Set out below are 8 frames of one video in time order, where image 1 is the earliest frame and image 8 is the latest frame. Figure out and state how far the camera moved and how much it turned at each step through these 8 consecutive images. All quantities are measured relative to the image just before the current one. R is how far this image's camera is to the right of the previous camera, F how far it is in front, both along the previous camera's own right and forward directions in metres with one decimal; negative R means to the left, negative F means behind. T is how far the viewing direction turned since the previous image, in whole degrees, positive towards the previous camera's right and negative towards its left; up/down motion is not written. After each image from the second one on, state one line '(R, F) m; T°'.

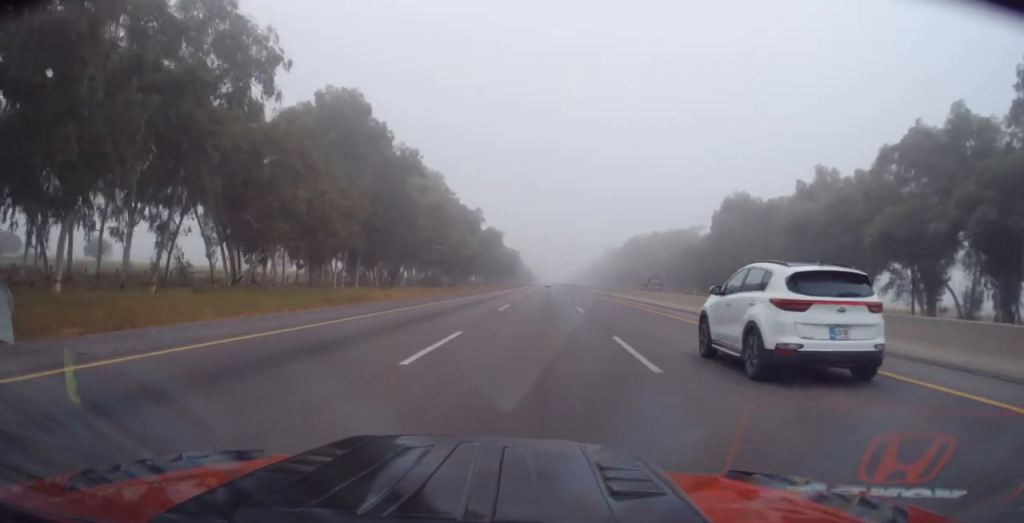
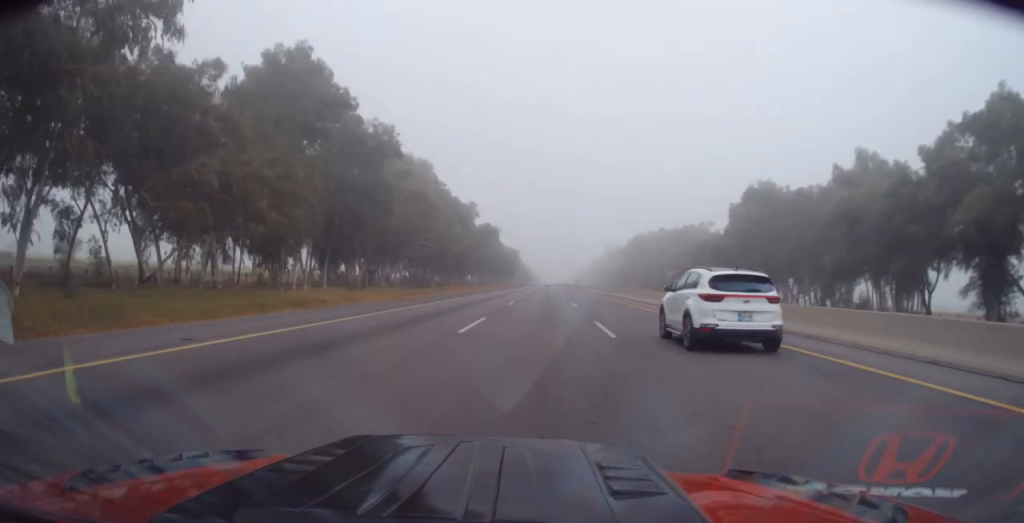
(-0.1, +12.2) m; -1°
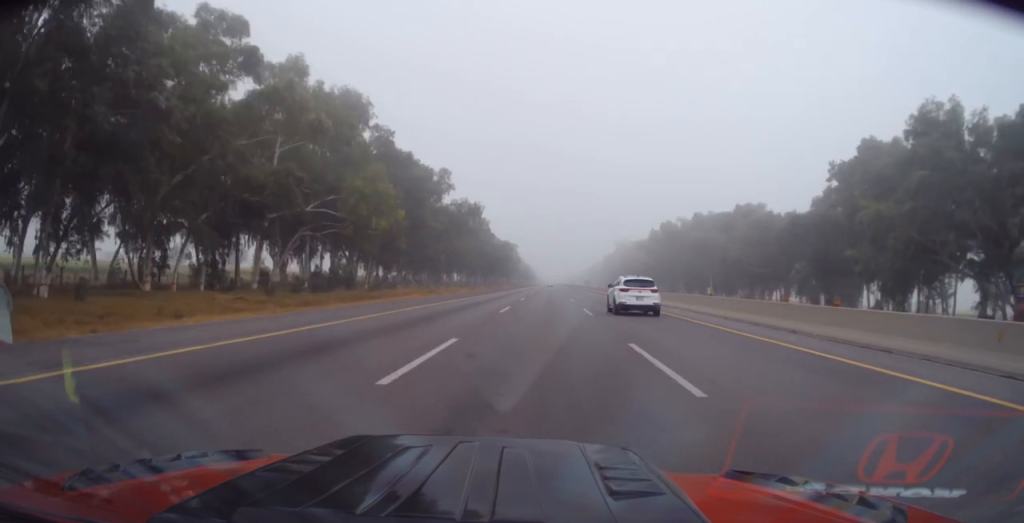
(+0.2, +43.2) m; +1°
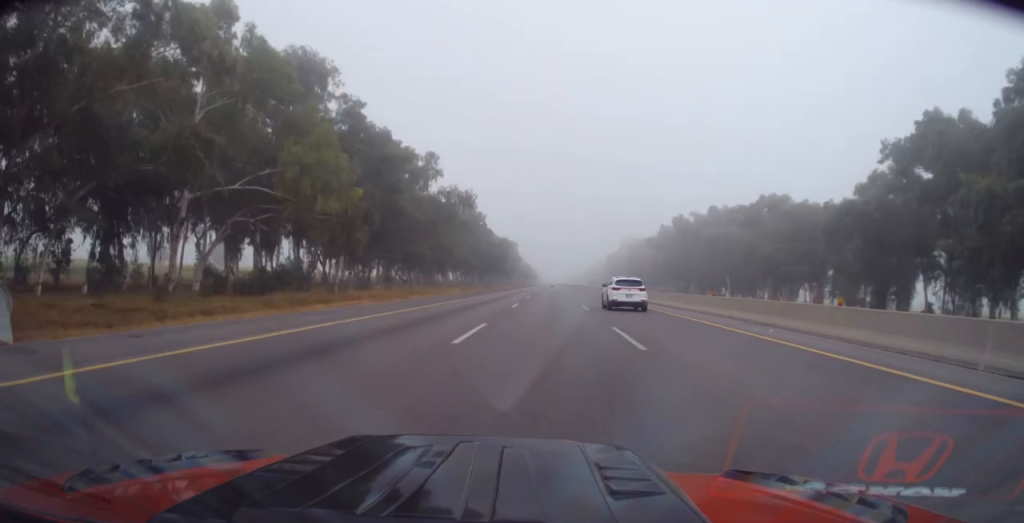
(+0.1, +12.9) m; 0°
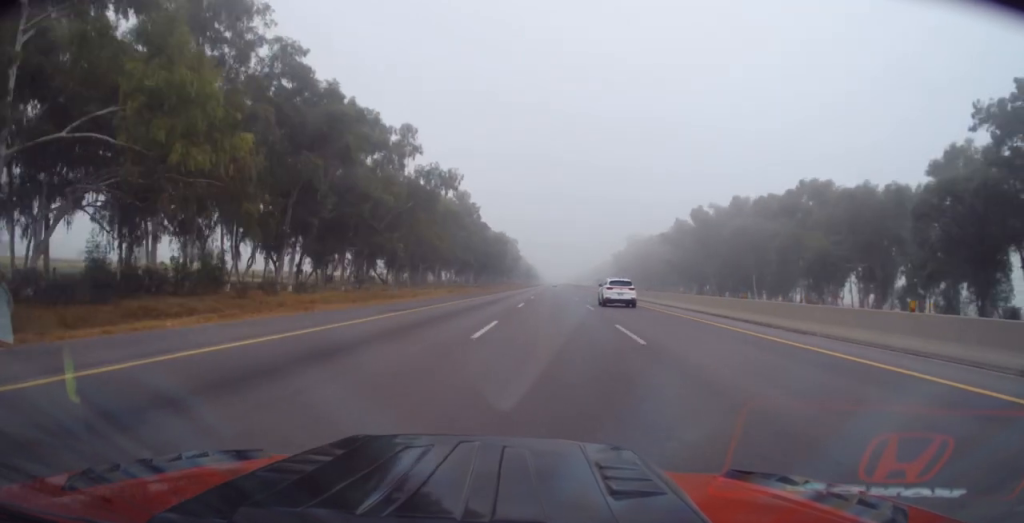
(-0.2, +16.5) m; 0°
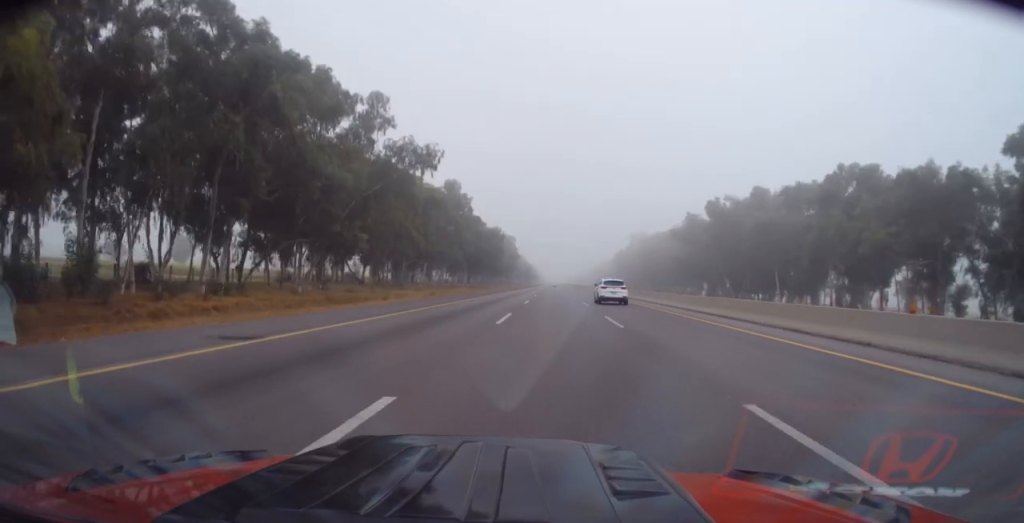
(0.0, +13.0) m; 0°
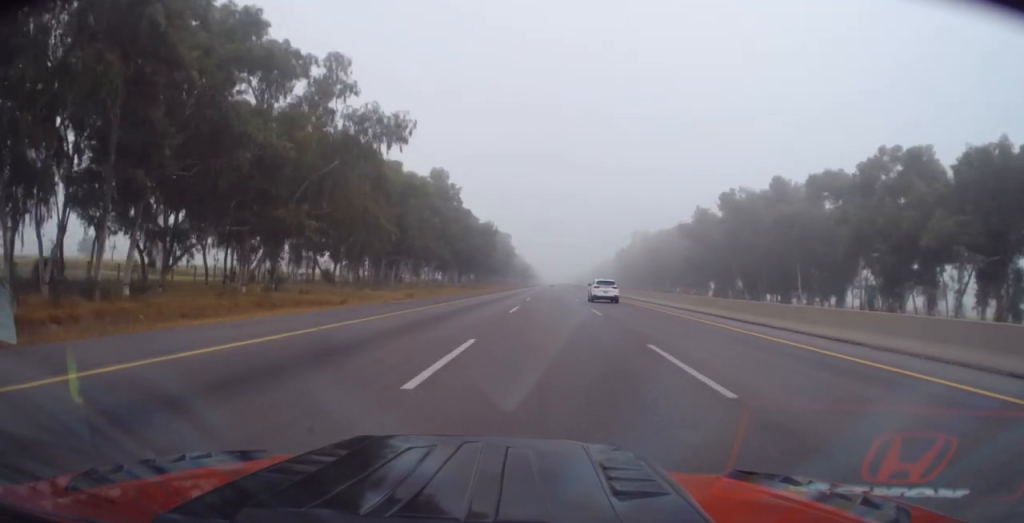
(+0.1, +11.2) m; 0°
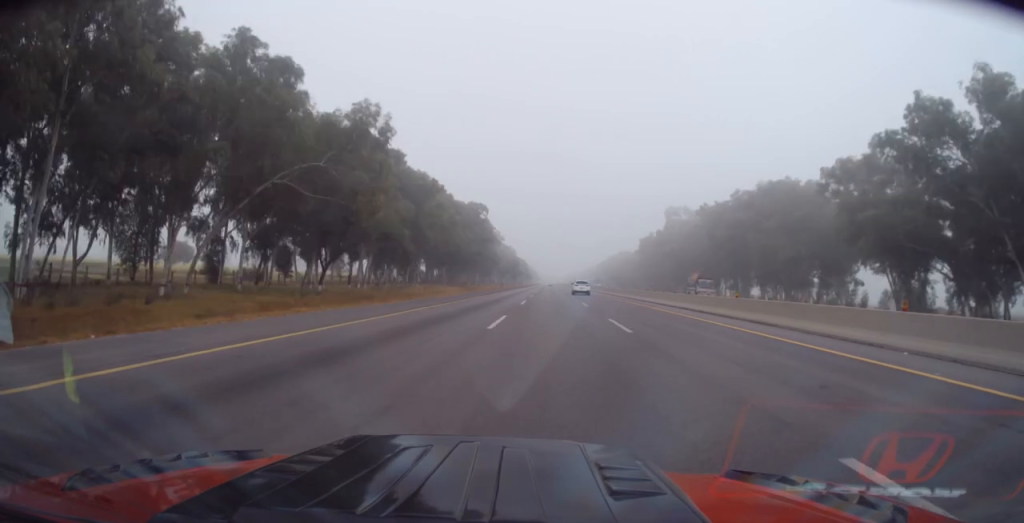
(-0.6, +79.9) m; 0°
